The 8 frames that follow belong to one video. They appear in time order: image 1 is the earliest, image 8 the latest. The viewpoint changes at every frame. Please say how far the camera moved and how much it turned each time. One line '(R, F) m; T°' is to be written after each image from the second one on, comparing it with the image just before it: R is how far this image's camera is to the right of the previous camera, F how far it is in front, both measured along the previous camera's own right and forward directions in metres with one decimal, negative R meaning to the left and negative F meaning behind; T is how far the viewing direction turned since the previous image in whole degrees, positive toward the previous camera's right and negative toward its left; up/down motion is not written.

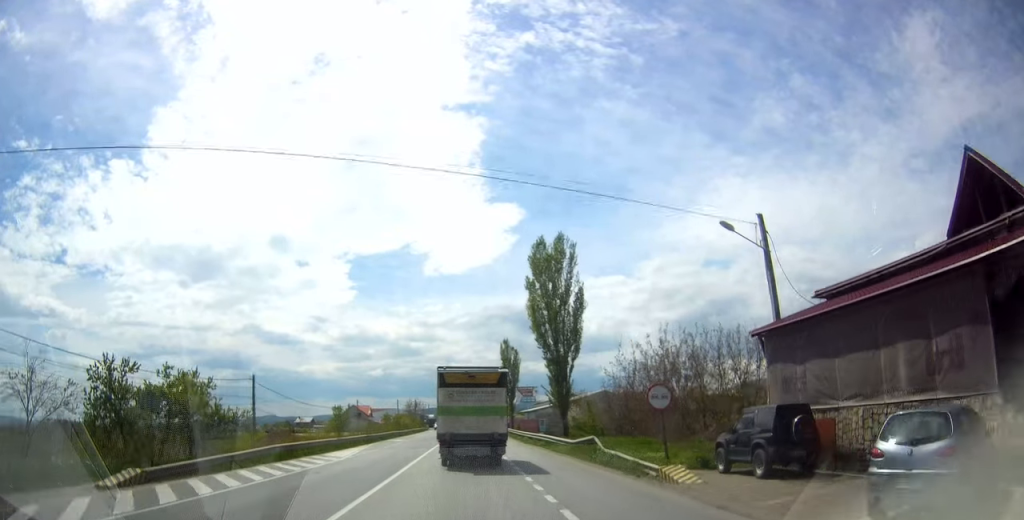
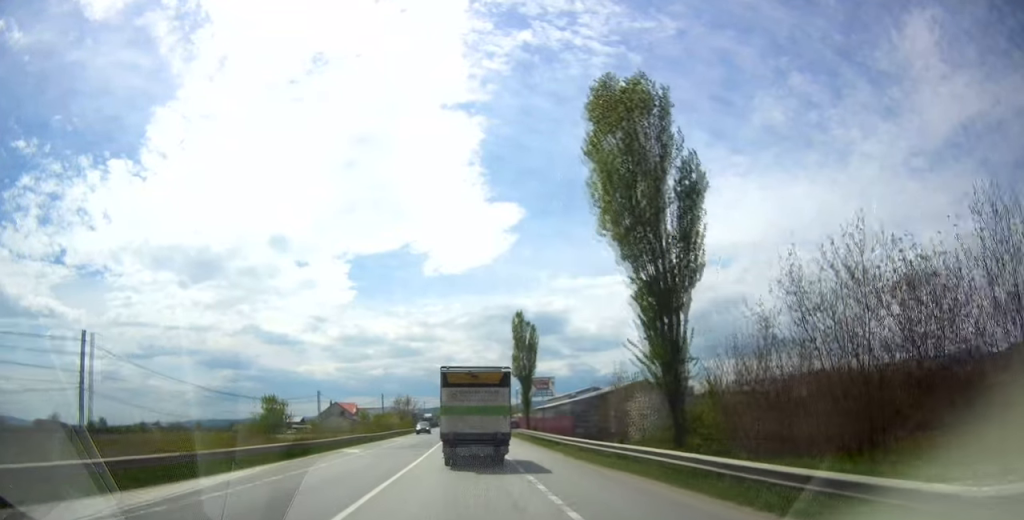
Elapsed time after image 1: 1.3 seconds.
(-0.3, +22.4) m; 0°
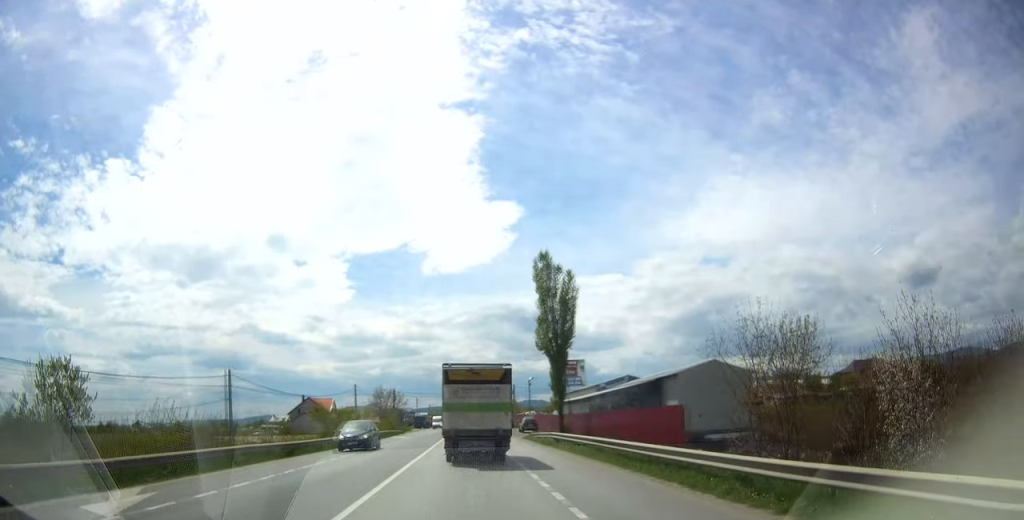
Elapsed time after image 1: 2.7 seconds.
(0.0, +24.2) m; 0°
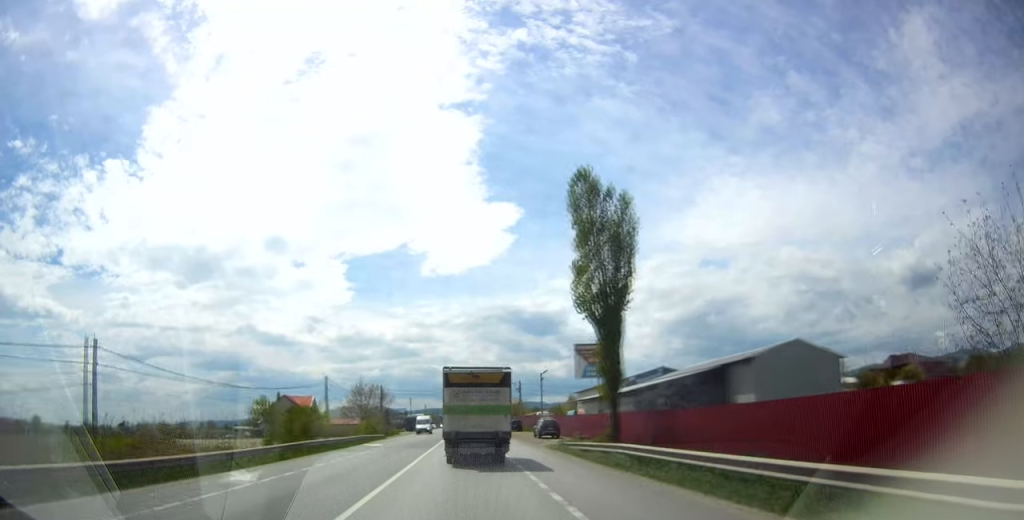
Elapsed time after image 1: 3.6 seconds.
(+0.1, +15.8) m; 0°
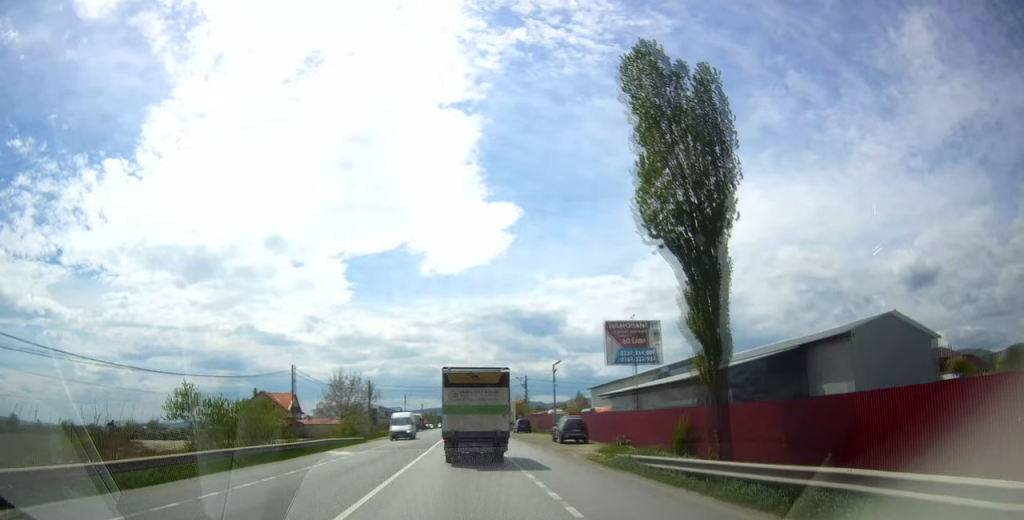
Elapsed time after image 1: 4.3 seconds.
(+0.1, +11.7) m; 0°
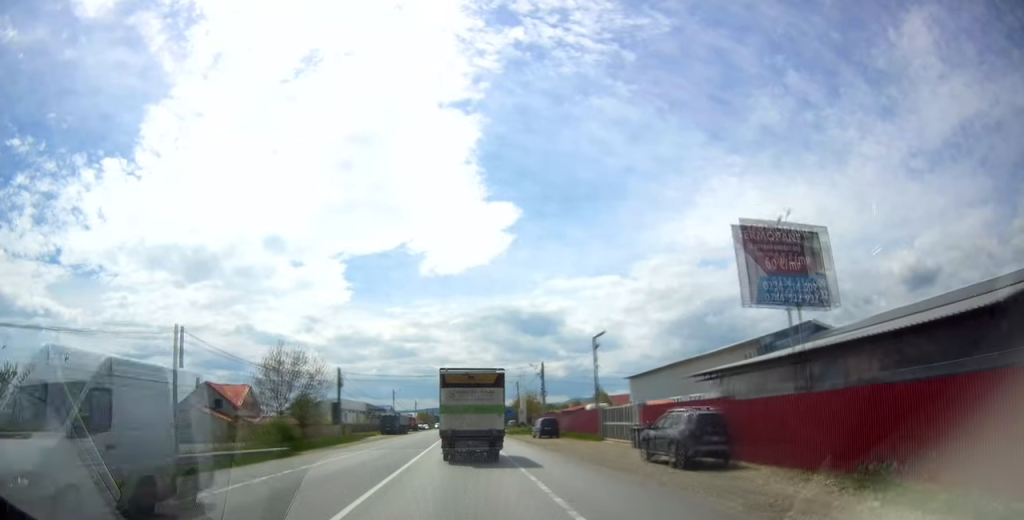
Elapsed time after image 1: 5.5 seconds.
(-0.1, +21.2) m; 0°
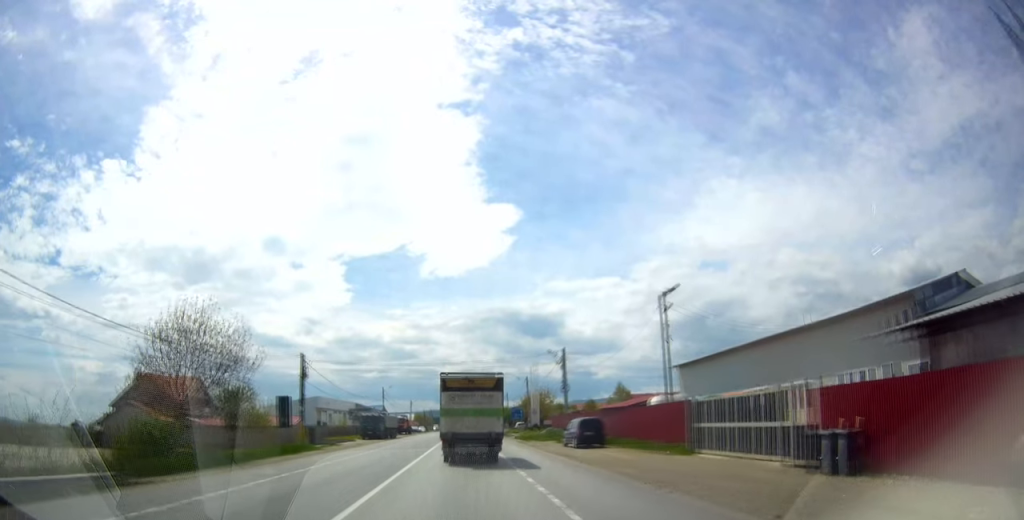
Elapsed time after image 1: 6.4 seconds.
(0.0, +15.7) m; -1°
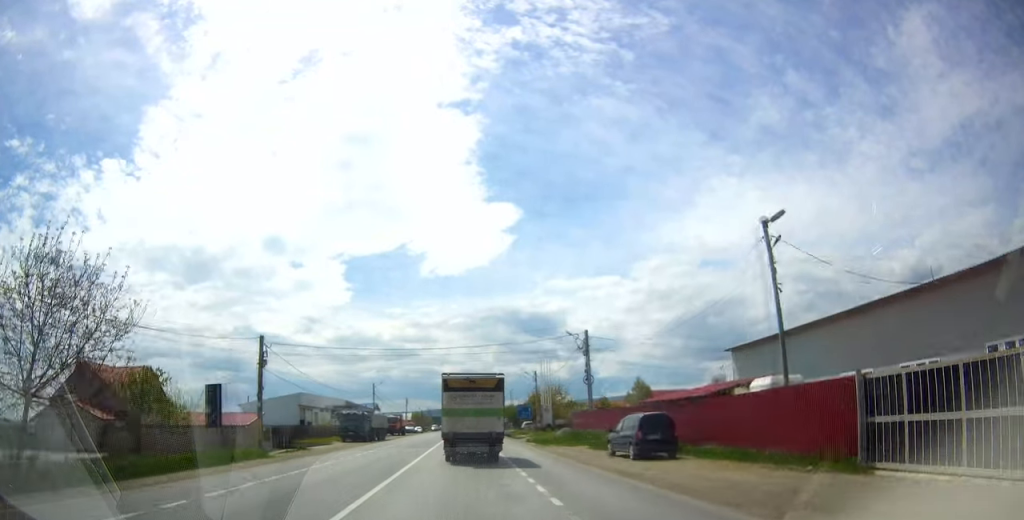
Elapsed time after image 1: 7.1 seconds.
(-0.1, +10.9) m; -1°
